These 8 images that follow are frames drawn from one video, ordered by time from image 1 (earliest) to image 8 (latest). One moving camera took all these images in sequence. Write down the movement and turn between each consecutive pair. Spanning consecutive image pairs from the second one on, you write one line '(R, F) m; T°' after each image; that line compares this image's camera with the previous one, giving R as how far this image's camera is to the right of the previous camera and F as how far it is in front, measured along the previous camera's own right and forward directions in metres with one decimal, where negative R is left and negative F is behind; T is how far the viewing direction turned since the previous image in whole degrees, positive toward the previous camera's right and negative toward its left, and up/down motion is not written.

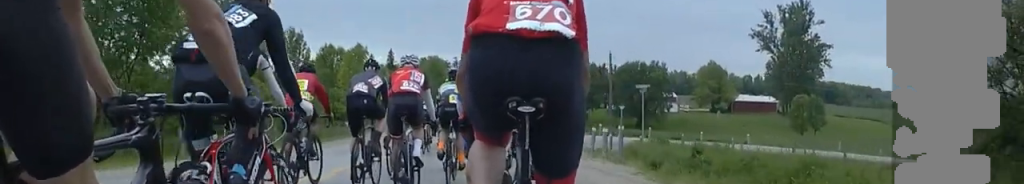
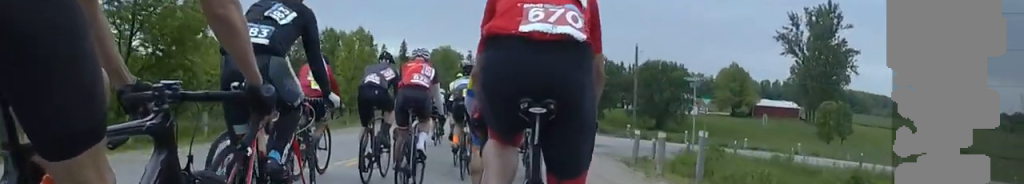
(+0.2, +4.4) m; 0°
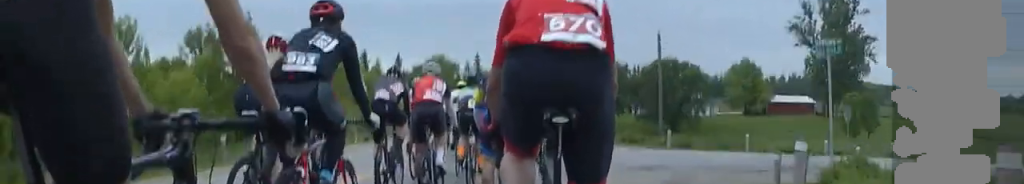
(-0.6, +6.7) m; 0°
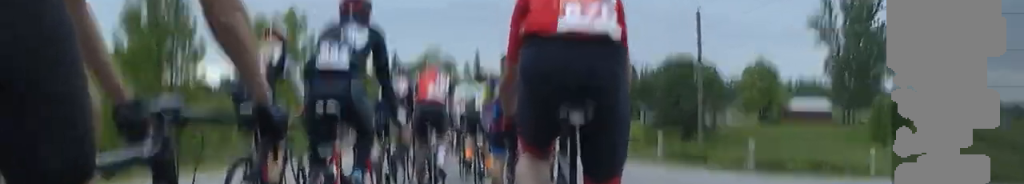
(+0.7, +7.0) m; 0°
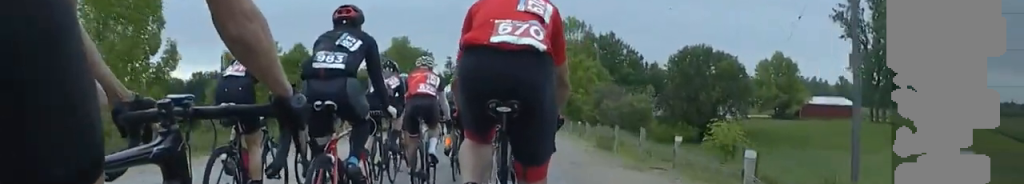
(-0.2, +13.5) m; 0°
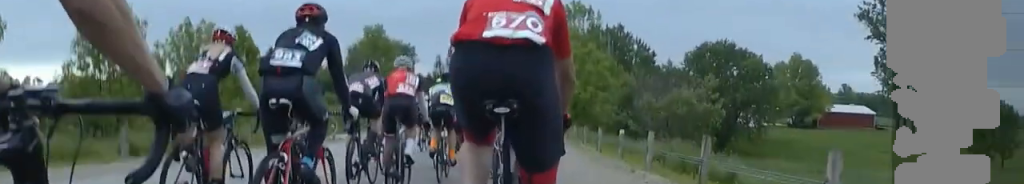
(-0.3, +9.0) m; 0°
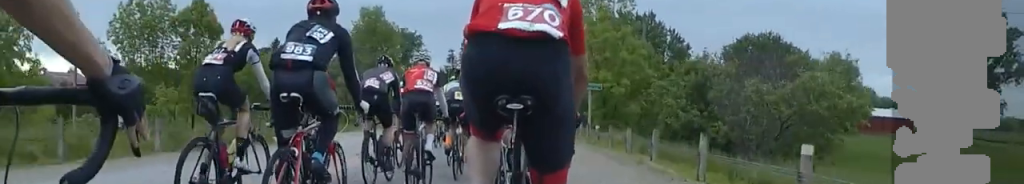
(+0.3, +6.4) m; -1°
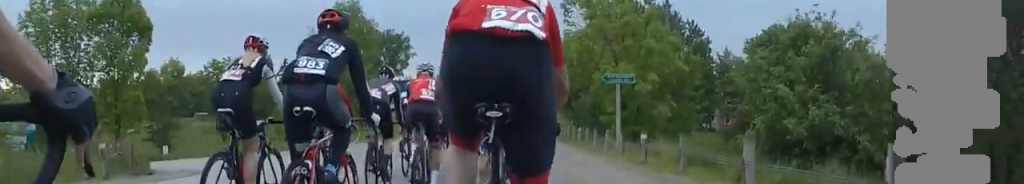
(-0.2, +5.7) m; 0°
